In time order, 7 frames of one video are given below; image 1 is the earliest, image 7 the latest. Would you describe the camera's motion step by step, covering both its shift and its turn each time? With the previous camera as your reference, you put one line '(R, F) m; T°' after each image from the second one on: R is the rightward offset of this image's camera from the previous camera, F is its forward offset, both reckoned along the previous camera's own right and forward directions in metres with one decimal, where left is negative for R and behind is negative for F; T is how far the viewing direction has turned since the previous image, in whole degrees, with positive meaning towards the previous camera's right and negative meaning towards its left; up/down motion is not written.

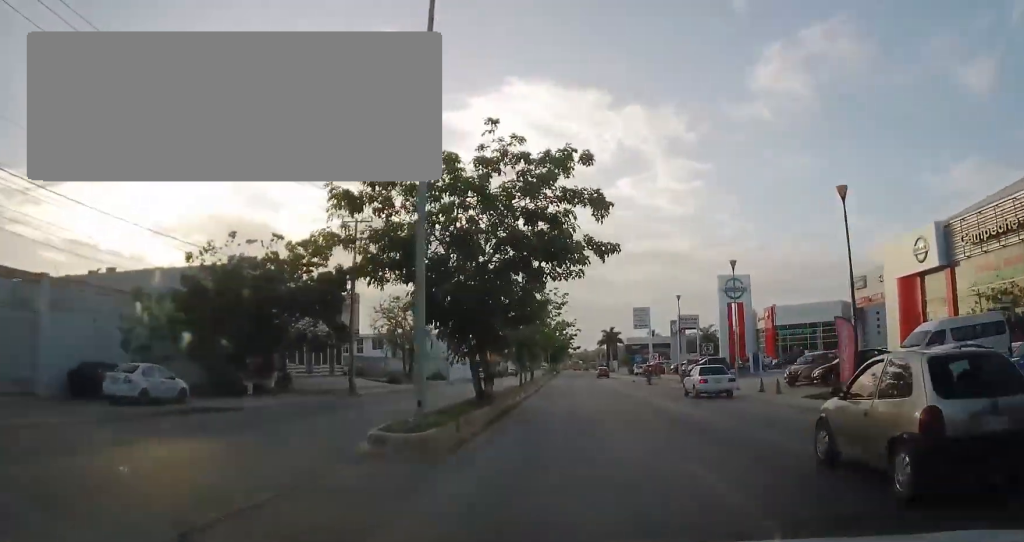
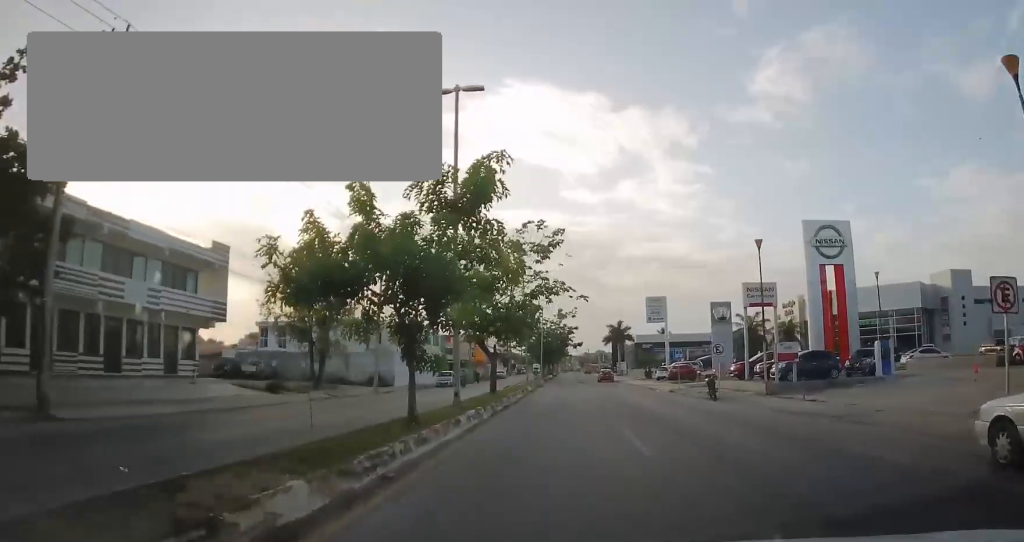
(+1.3, +23.6) m; +2°
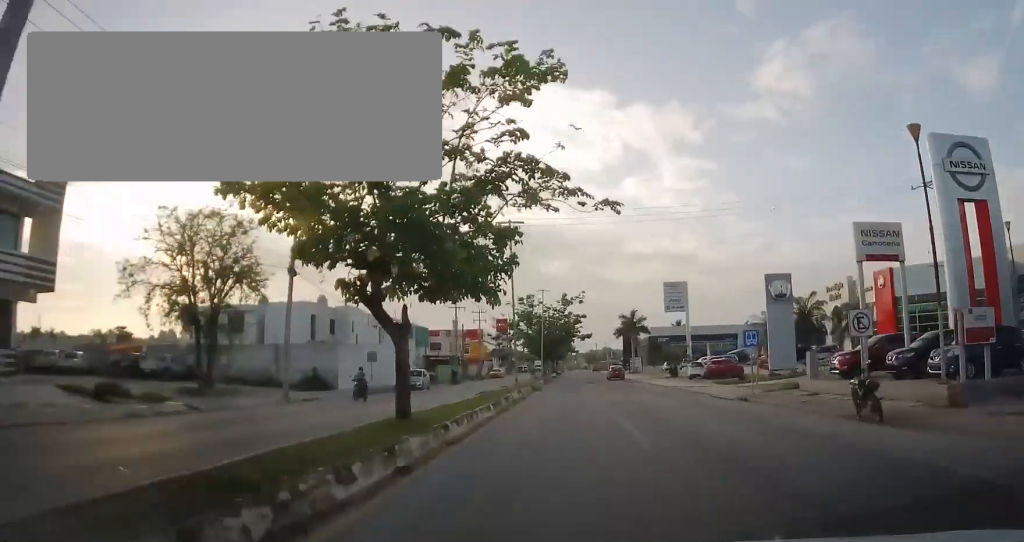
(-0.5, +14.4) m; -1°
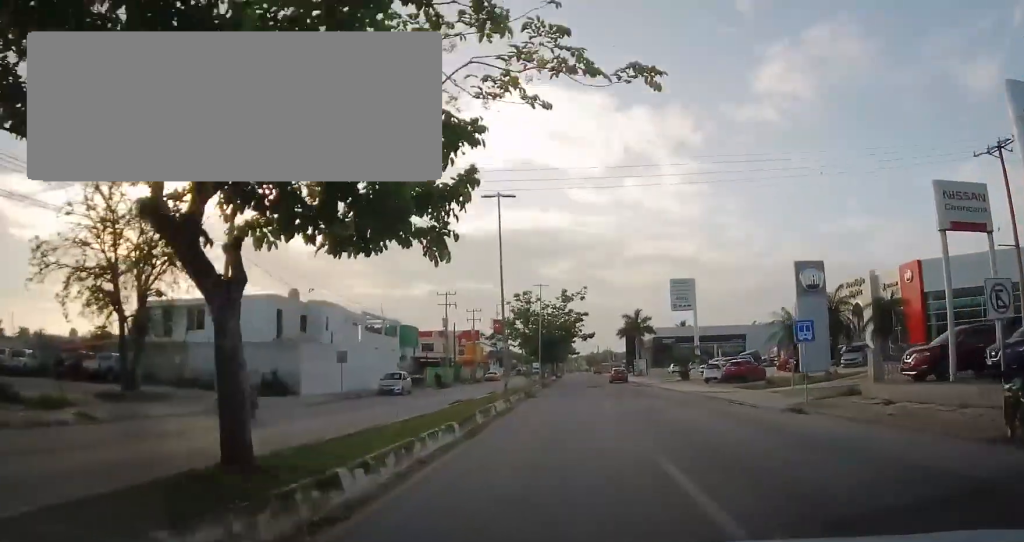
(-0.1, +5.7) m; +1°
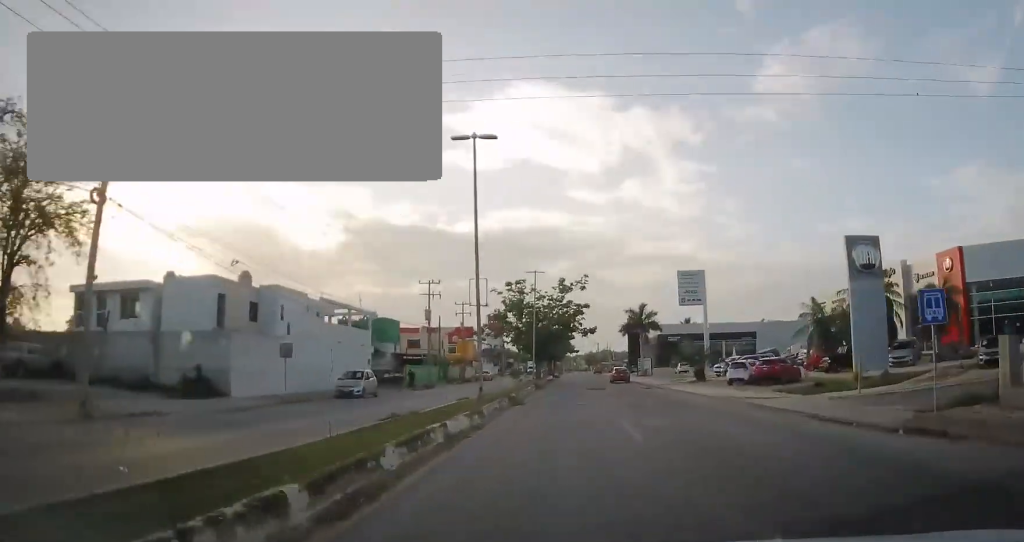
(+0.2, +7.3) m; 0°
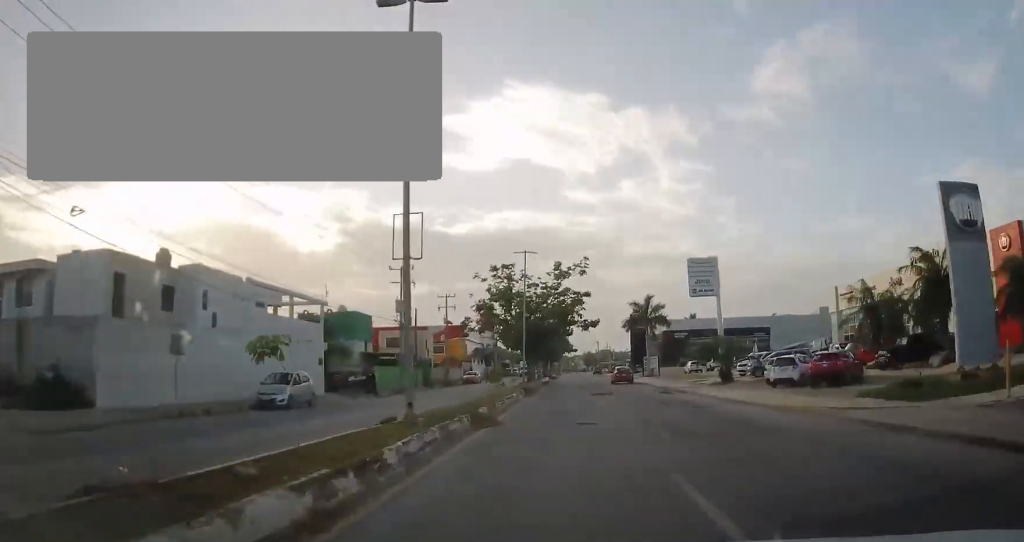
(+0.1, +8.7) m; 0°
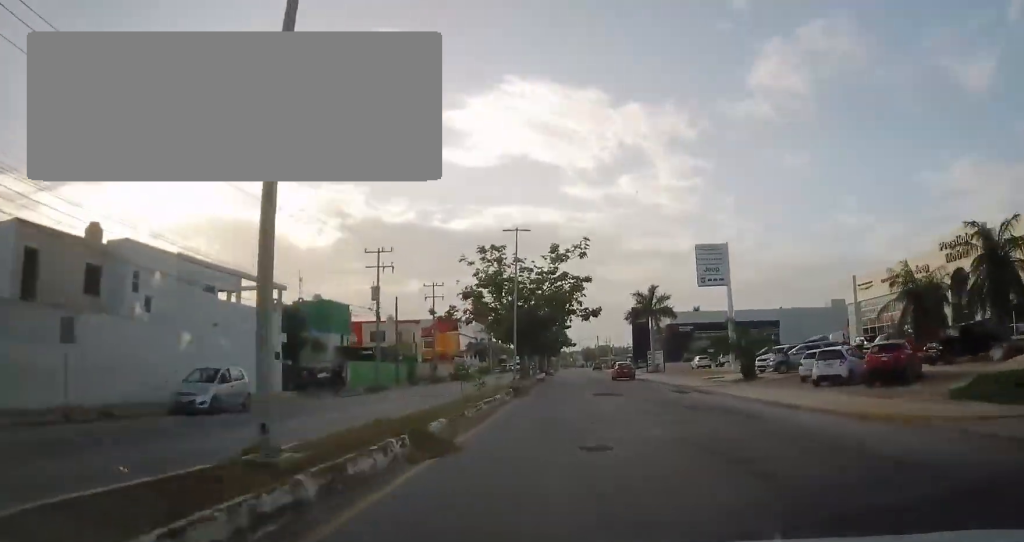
(-0.1, +5.5) m; -1°
